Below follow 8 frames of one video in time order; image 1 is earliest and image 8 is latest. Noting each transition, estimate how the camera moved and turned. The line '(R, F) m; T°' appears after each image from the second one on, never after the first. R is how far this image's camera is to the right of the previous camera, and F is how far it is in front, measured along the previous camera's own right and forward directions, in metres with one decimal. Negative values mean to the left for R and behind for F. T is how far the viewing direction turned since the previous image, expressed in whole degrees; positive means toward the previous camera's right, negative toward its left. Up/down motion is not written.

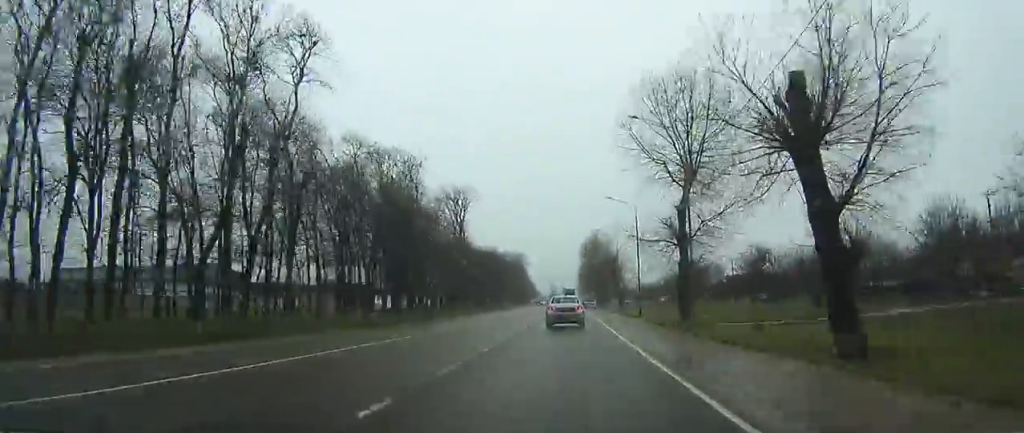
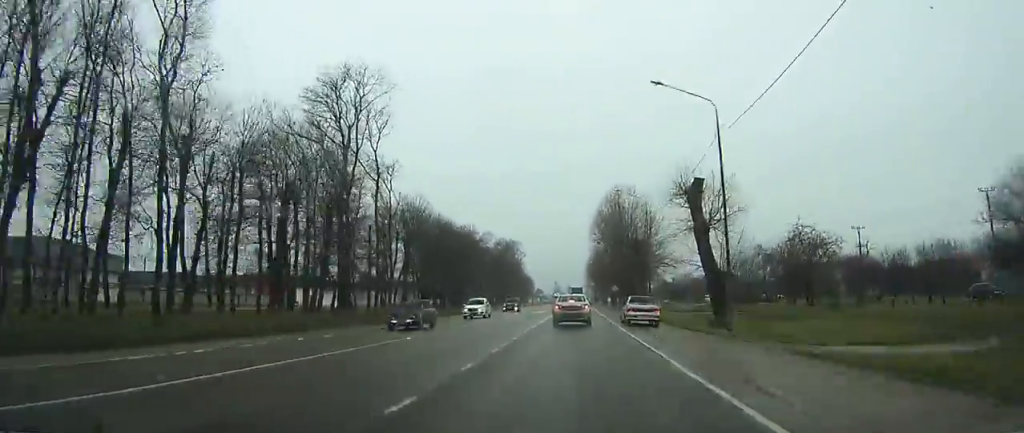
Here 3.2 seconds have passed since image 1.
(+0.3, +60.3) m; +1°
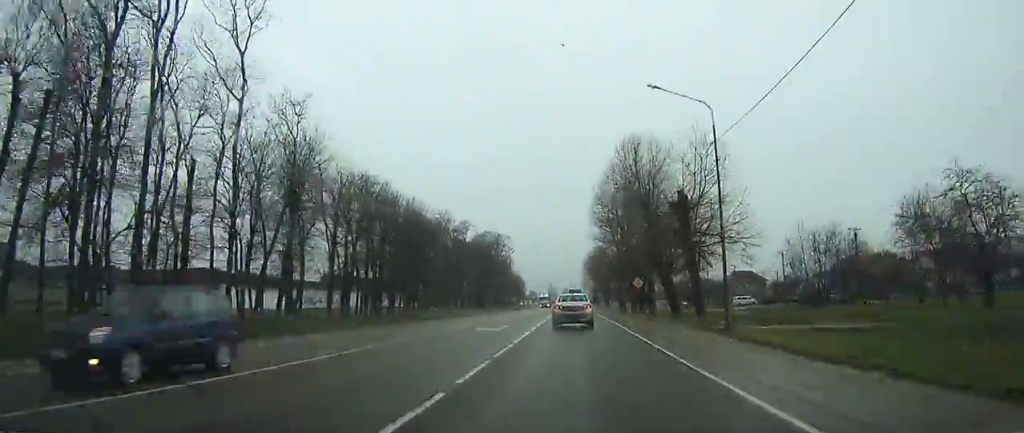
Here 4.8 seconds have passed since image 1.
(+0.2, +29.6) m; +1°
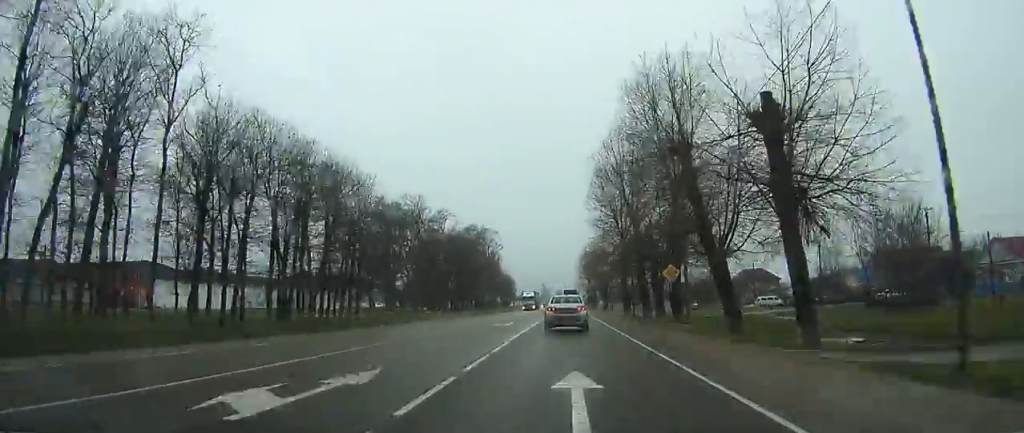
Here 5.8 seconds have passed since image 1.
(+0.1, +18.2) m; 0°
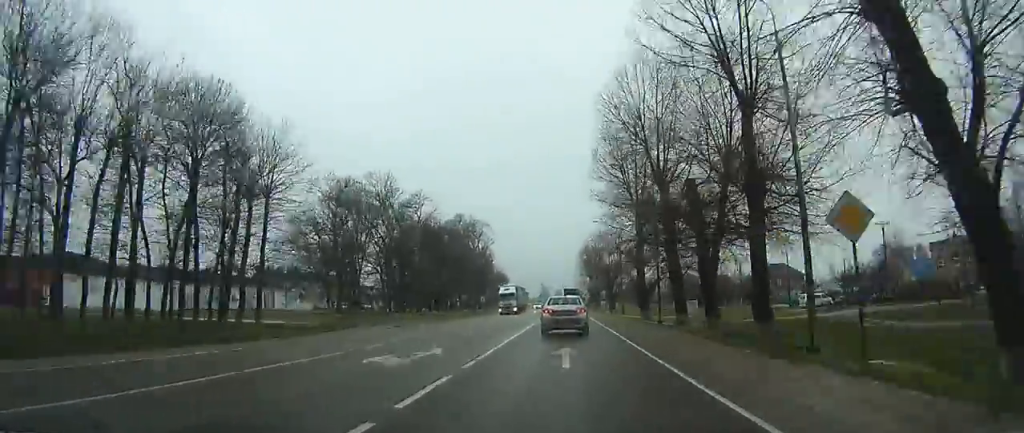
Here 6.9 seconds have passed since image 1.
(0.0, +19.1) m; 0°
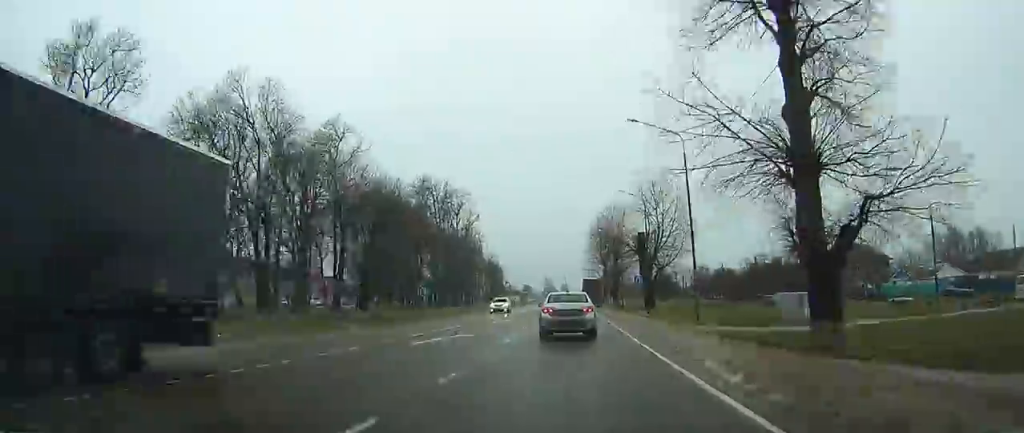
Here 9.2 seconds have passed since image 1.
(-0.6, +40.2) m; -1°
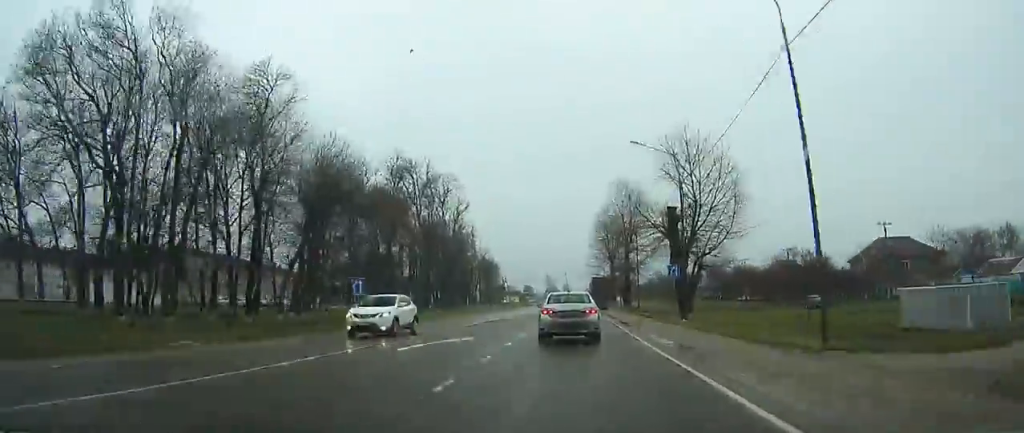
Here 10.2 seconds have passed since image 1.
(-0.2, +16.6) m; 0°
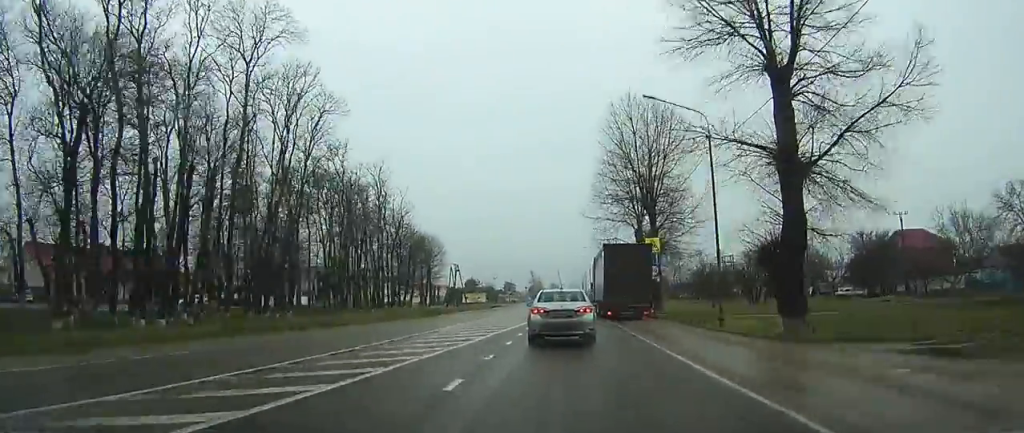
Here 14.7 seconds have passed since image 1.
(+0.3, +68.3) m; 0°
